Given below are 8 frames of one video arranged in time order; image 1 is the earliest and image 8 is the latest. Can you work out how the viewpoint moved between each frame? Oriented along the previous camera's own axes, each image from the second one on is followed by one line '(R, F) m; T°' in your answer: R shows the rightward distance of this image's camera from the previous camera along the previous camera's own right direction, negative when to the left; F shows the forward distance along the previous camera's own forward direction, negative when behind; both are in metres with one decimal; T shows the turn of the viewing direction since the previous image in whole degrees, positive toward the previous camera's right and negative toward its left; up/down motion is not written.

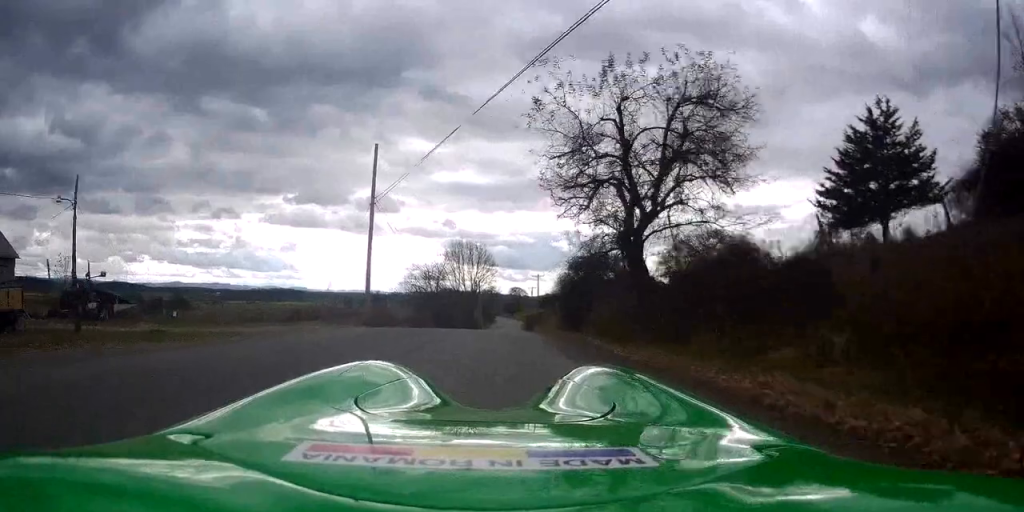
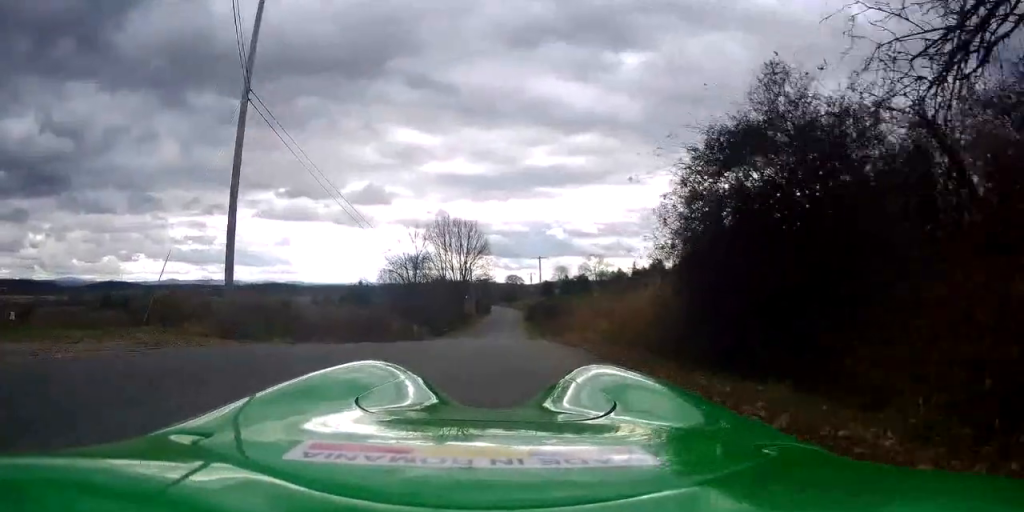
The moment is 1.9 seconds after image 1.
(+0.7, +16.9) m; +4°
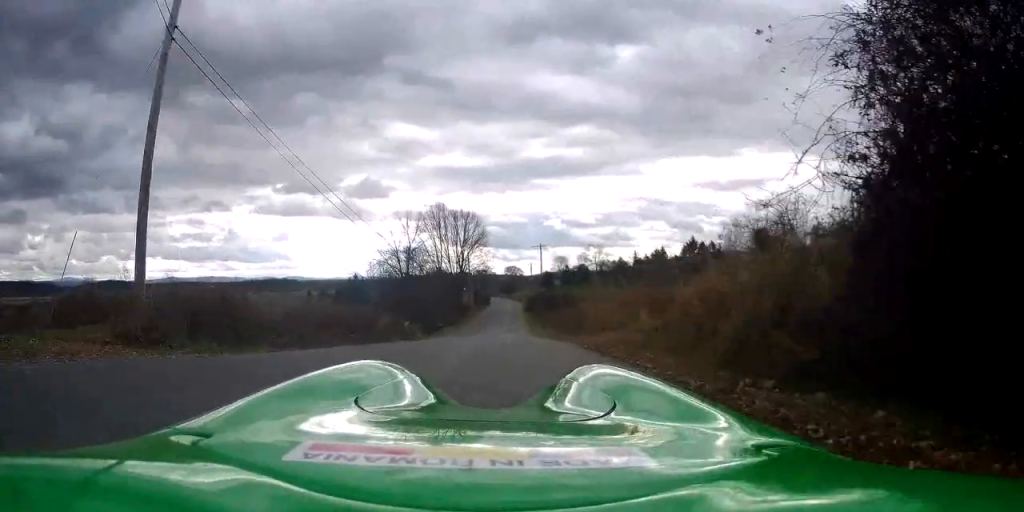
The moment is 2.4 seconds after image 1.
(0.0, +4.4) m; -1°
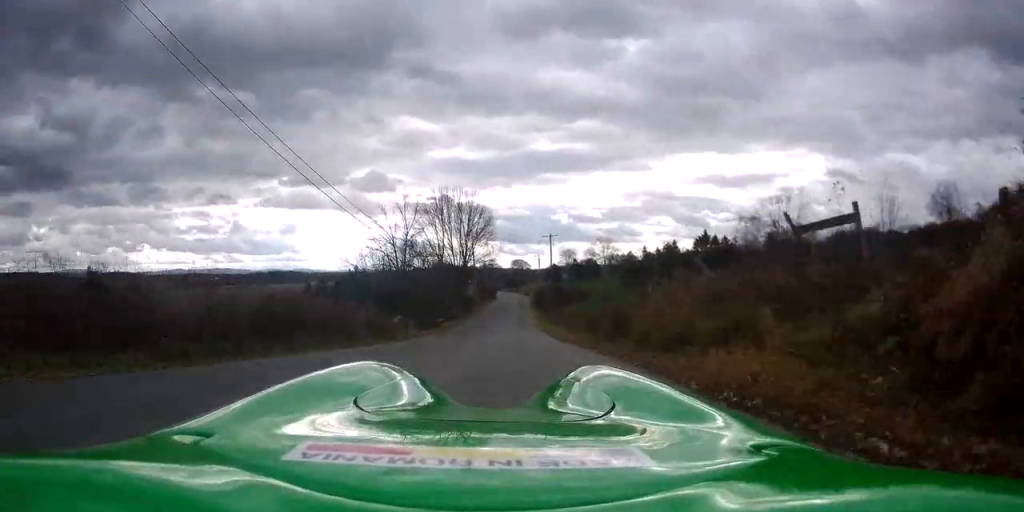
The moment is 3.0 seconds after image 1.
(-0.1, +5.6) m; -1°
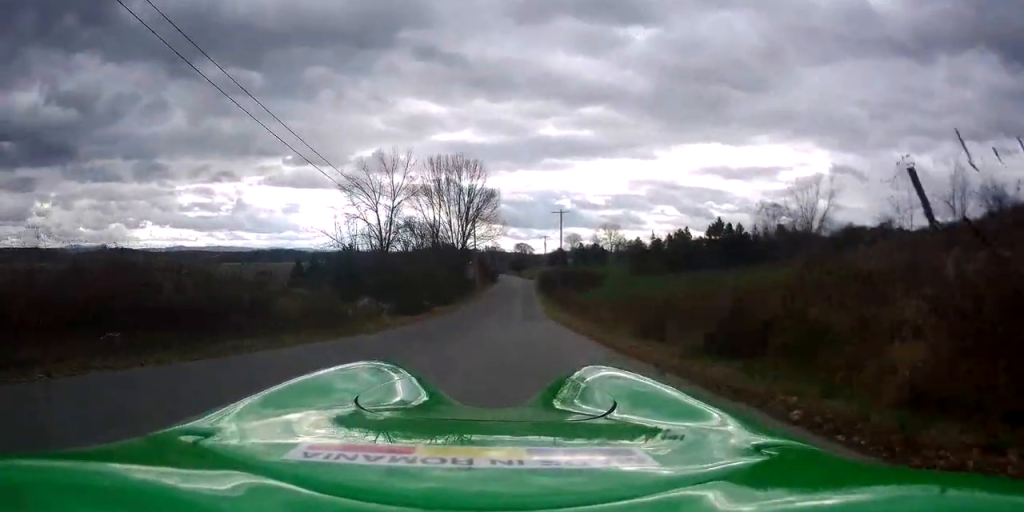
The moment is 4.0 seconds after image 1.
(-0.2, +8.5) m; -1°
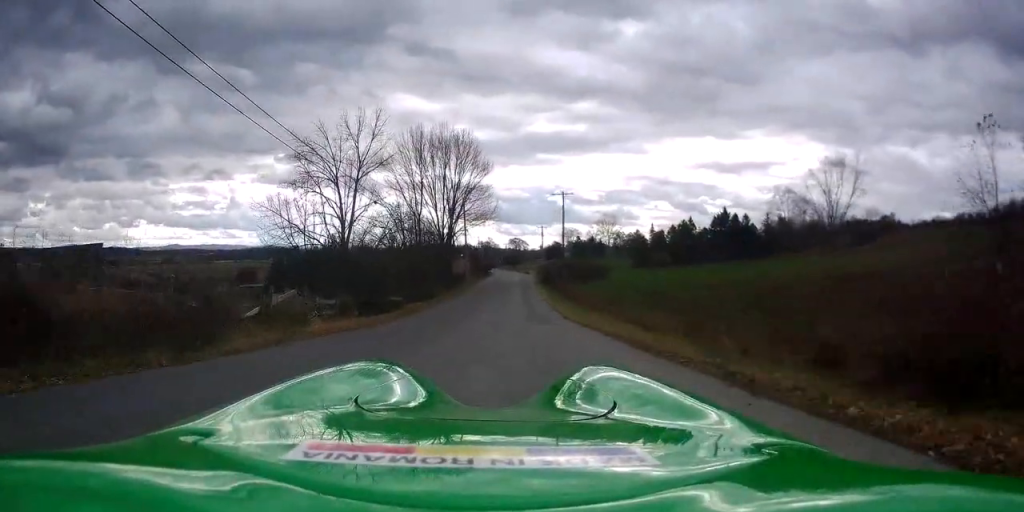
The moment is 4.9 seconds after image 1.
(+0.1, +9.3) m; +1°
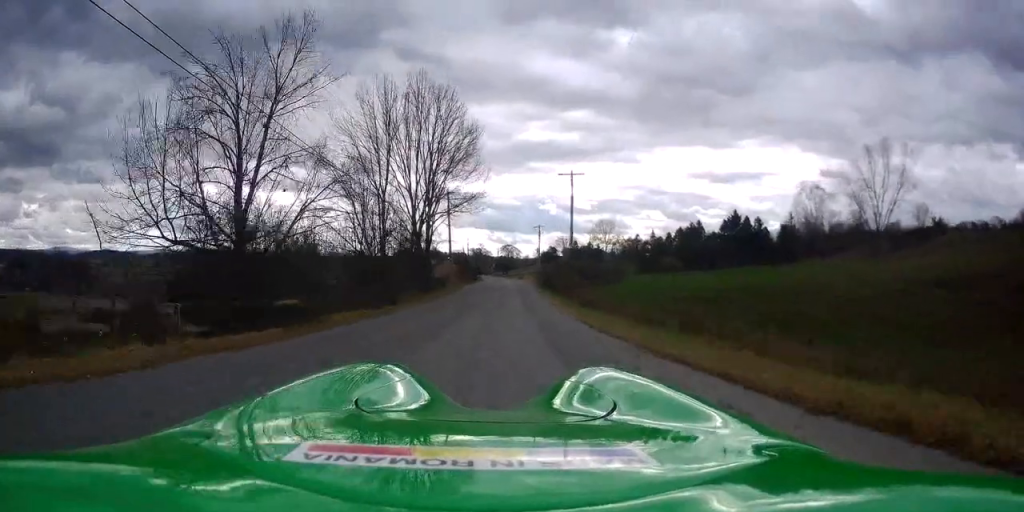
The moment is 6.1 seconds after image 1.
(+0.1, +11.9) m; -1°
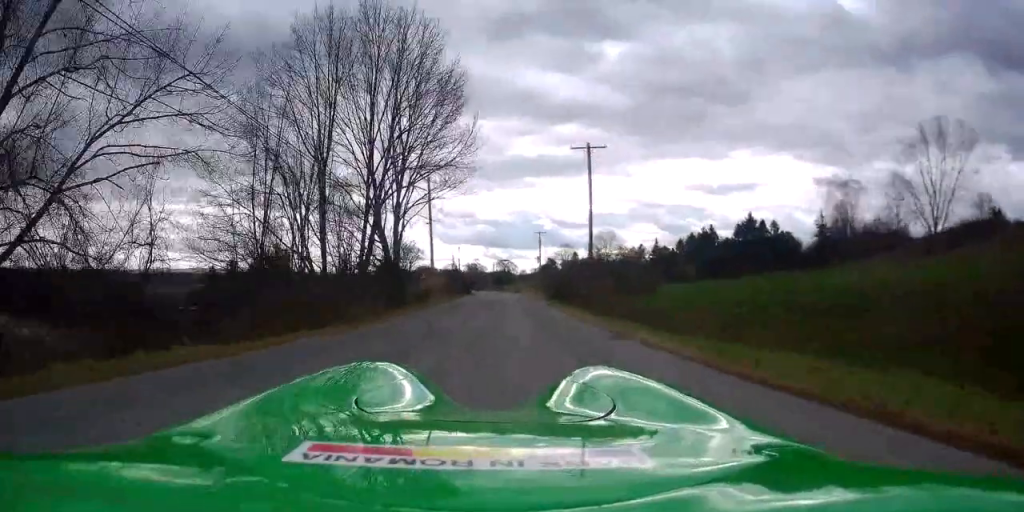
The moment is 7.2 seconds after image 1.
(-0.1, +12.5) m; +1°
